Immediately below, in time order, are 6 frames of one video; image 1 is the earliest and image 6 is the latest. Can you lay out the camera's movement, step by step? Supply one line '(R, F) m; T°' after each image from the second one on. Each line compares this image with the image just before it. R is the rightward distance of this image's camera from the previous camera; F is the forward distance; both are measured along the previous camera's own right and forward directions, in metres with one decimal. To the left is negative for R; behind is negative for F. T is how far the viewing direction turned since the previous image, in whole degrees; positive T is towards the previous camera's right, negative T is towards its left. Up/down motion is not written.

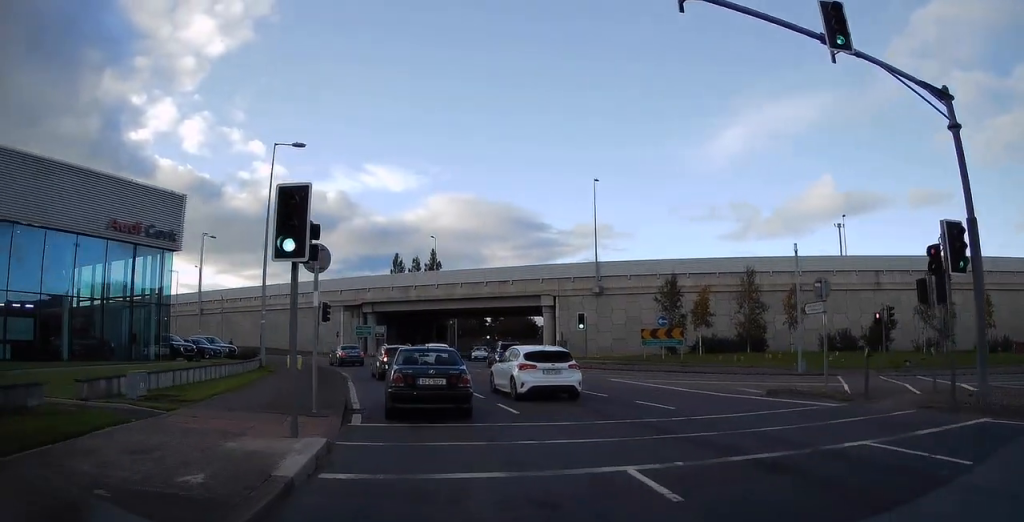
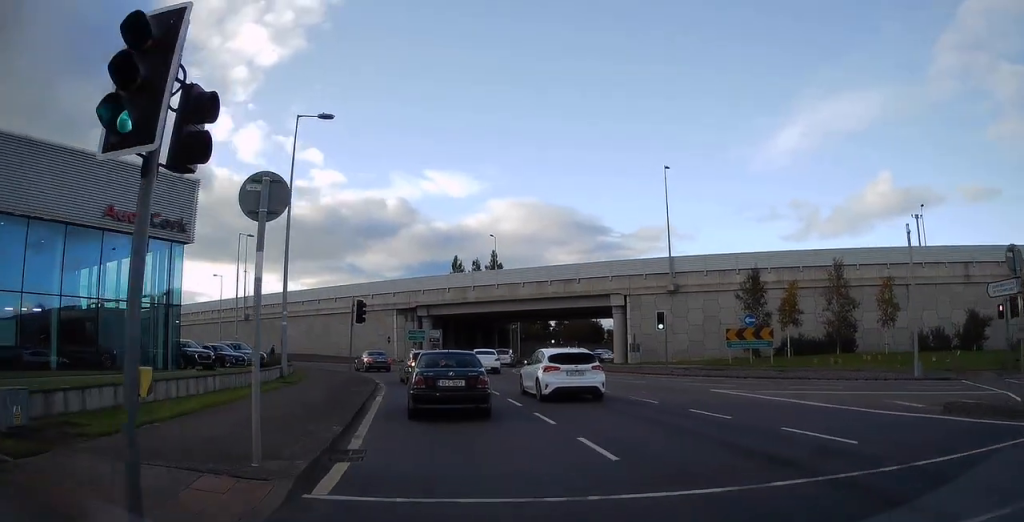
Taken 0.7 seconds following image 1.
(-0.2, +4.8) m; -4°
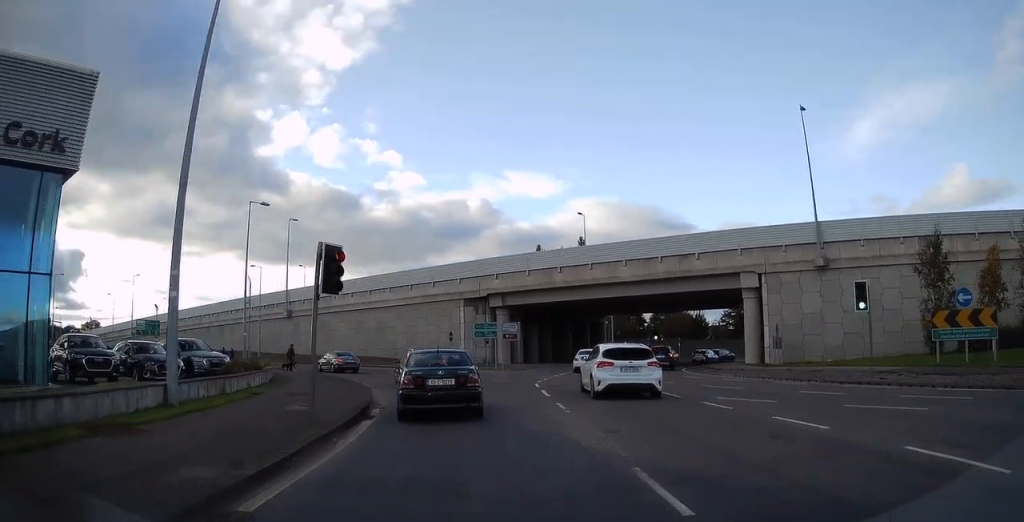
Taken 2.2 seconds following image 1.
(-1.0, +12.7) m; -10°
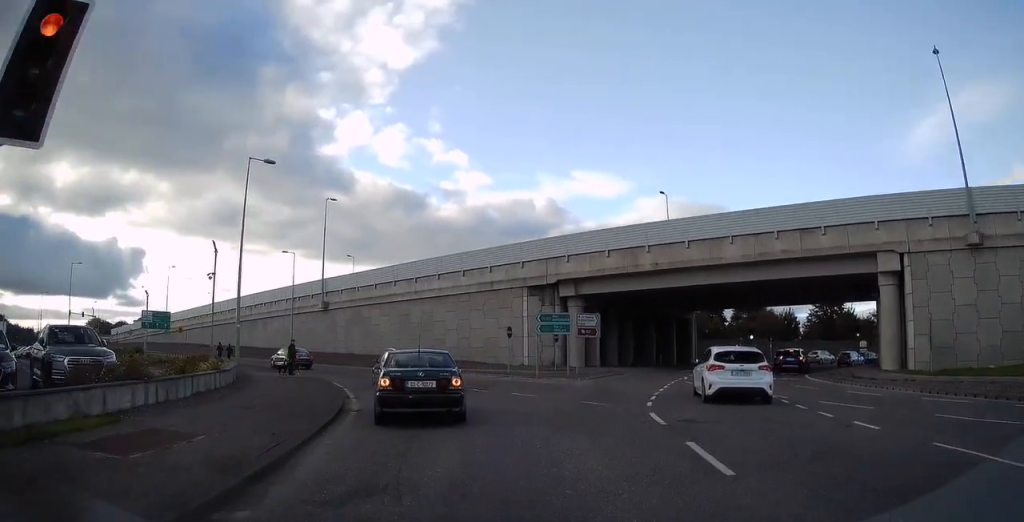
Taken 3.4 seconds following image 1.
(-0.8, +10.6) m; -7°
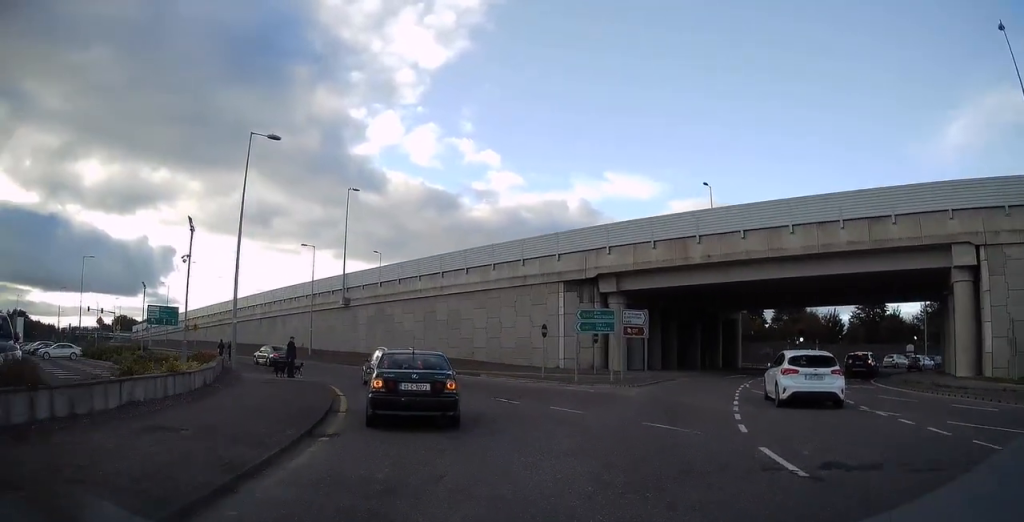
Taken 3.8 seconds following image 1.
(-0.1, +4.4) m; -2°
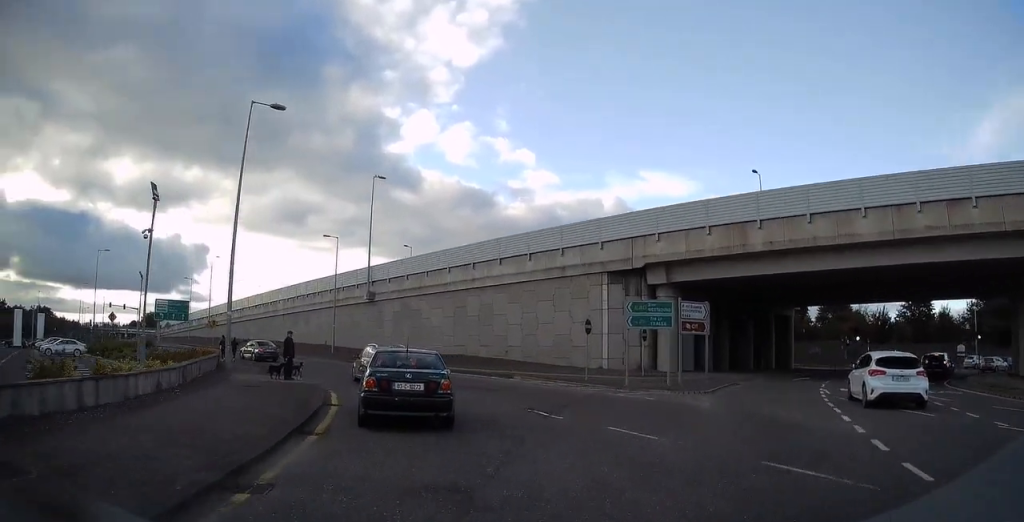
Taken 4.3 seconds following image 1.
(0.0, +4.4) m; -2°
